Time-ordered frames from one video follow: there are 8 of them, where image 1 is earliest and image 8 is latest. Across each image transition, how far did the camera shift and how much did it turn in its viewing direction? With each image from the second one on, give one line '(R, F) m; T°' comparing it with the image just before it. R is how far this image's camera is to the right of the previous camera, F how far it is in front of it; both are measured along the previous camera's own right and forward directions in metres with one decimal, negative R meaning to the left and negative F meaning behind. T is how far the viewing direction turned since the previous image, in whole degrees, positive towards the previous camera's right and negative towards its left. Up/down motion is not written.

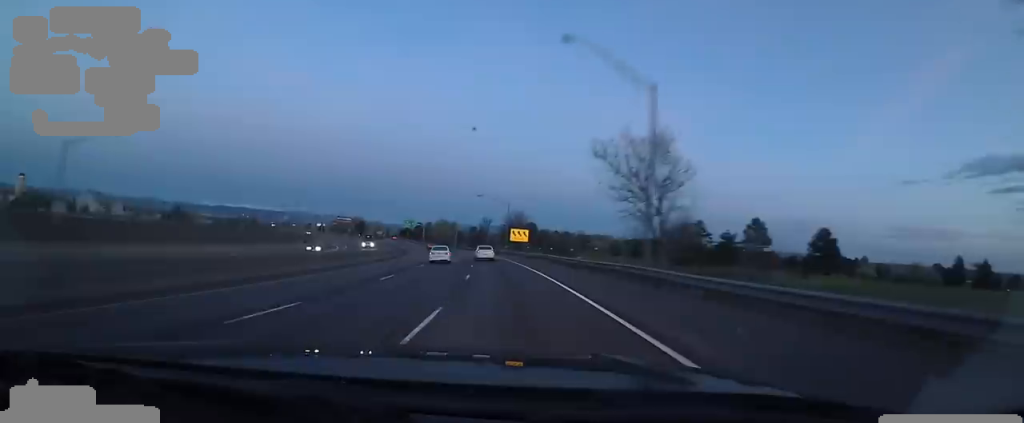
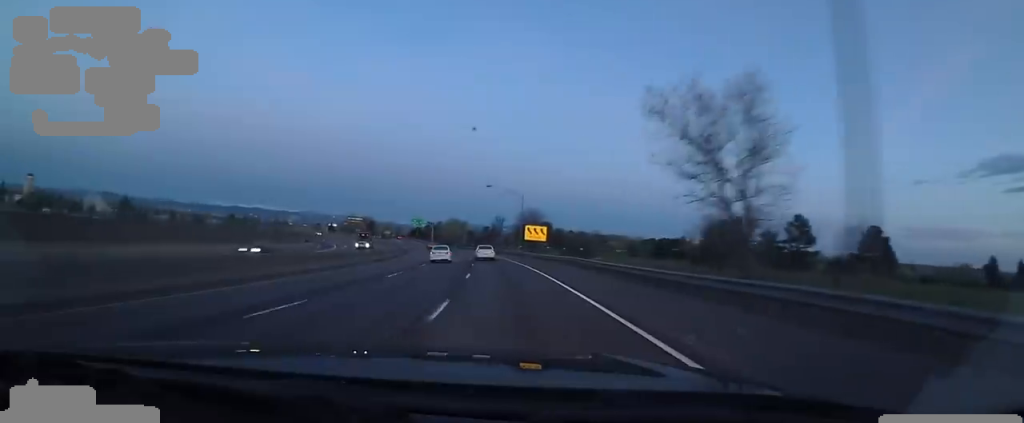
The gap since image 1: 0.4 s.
(-0.2, +11.3) m; -2°
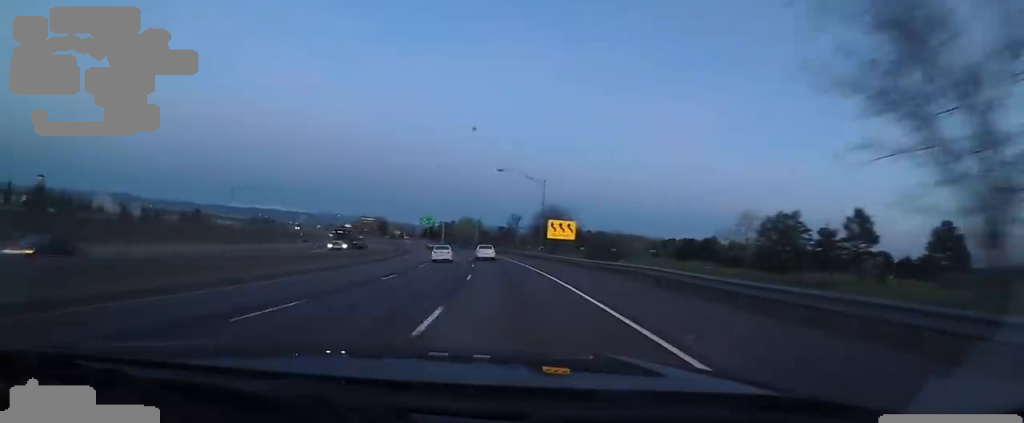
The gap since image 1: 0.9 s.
(+0.1, +13.2) m; -2°
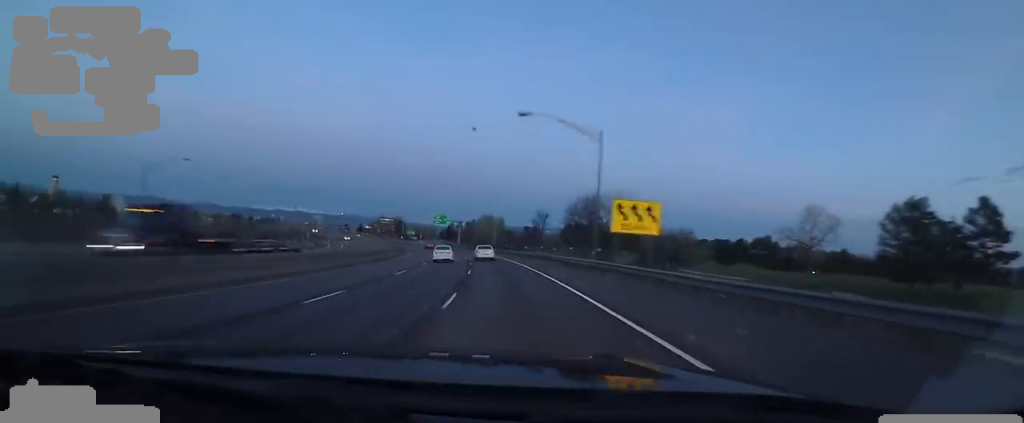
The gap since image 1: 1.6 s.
(-1.0, +20.5) m; -3°
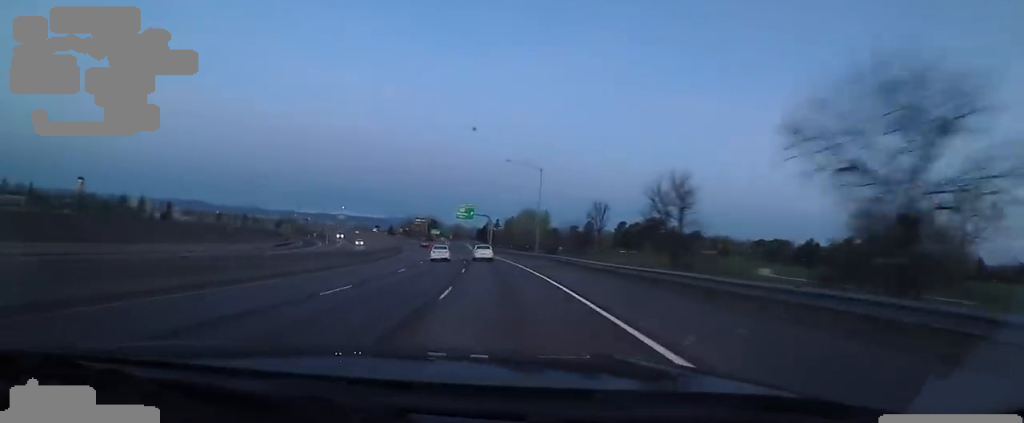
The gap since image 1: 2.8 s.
(-1.1, +34.8) m; -5°
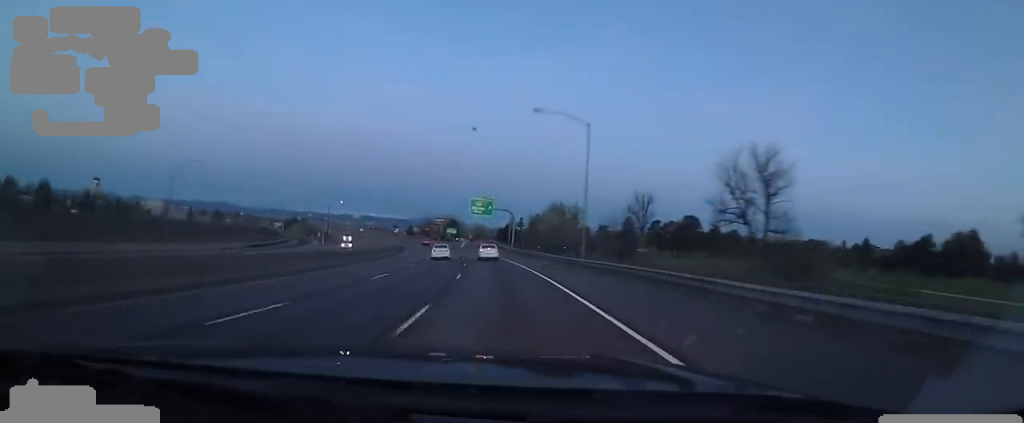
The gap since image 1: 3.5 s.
(-0.6, +18.1) m; -3°
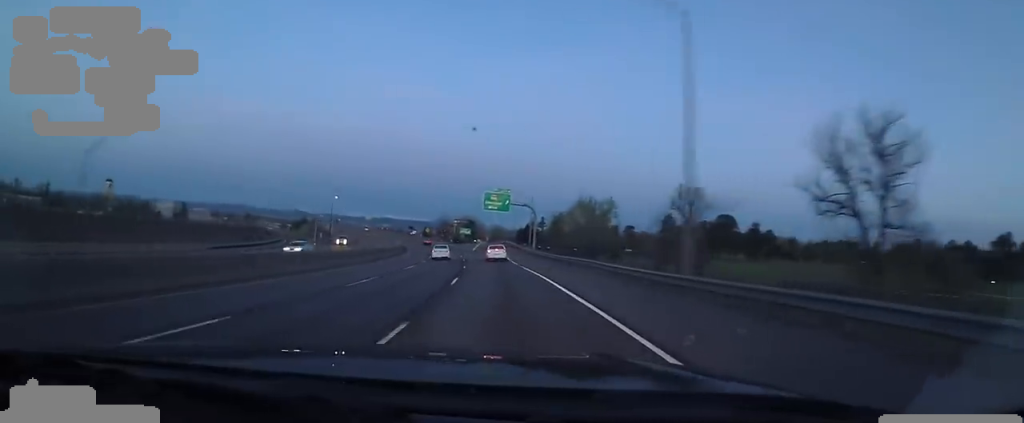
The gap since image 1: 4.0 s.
(-0.3, +15.3) m; -3°
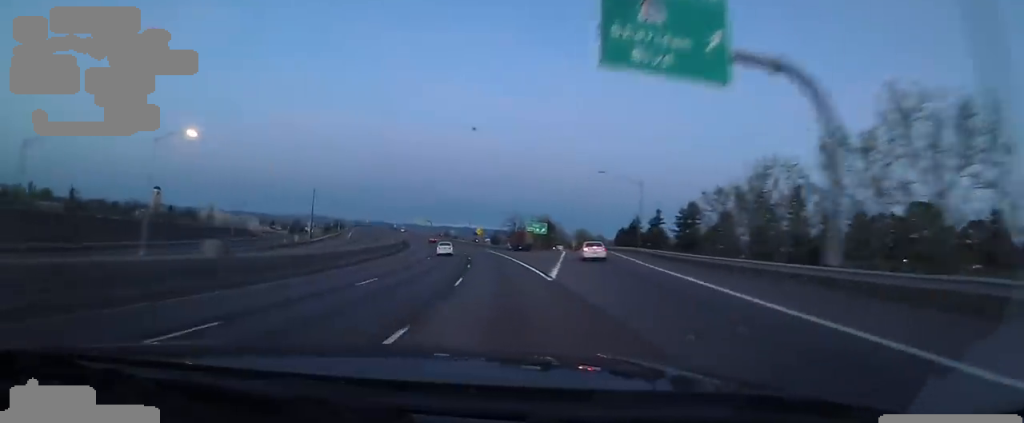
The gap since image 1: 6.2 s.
(-6.1, +63.2) m; -9°
